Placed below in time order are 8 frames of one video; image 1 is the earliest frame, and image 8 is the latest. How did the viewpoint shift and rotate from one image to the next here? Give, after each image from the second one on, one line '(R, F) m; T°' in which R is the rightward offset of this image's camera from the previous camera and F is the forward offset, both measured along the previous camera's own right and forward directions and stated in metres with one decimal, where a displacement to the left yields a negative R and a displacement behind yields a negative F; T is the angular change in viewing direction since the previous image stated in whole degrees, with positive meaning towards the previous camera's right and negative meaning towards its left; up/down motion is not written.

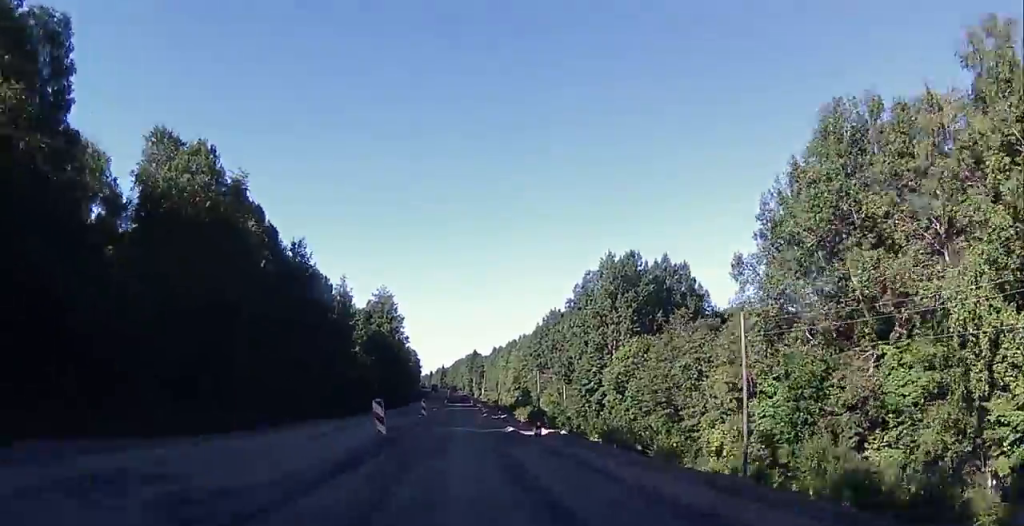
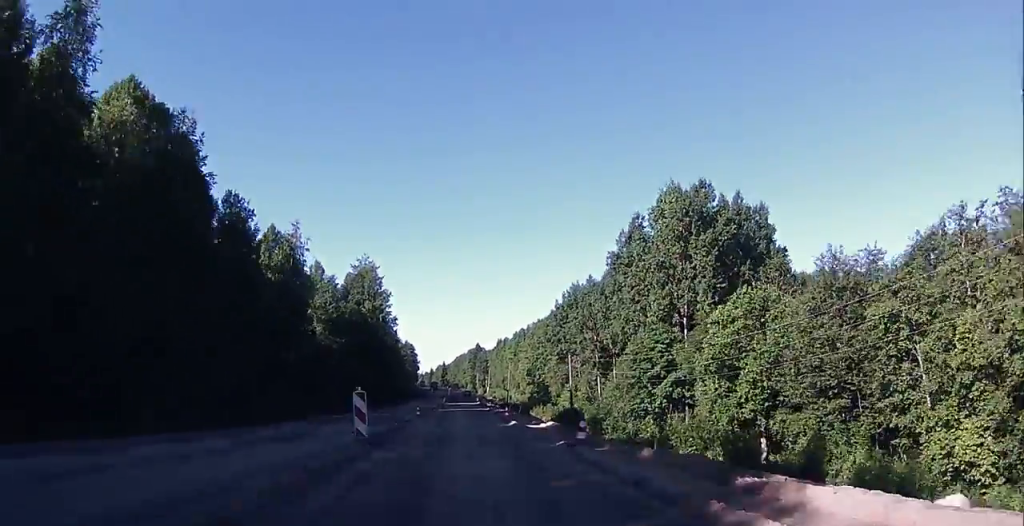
(-0.5, +26.4) m; 0°
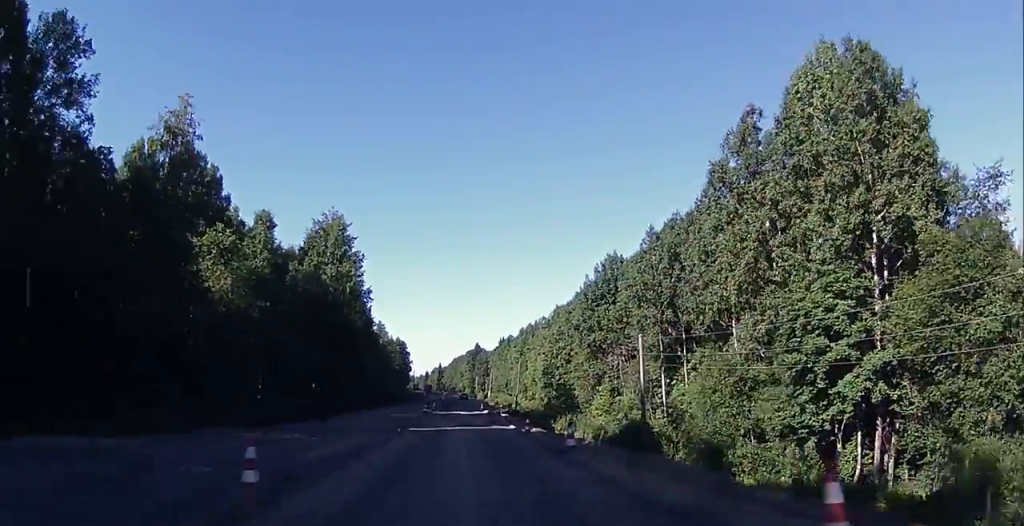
(+1.2, +28.5) m; +2°
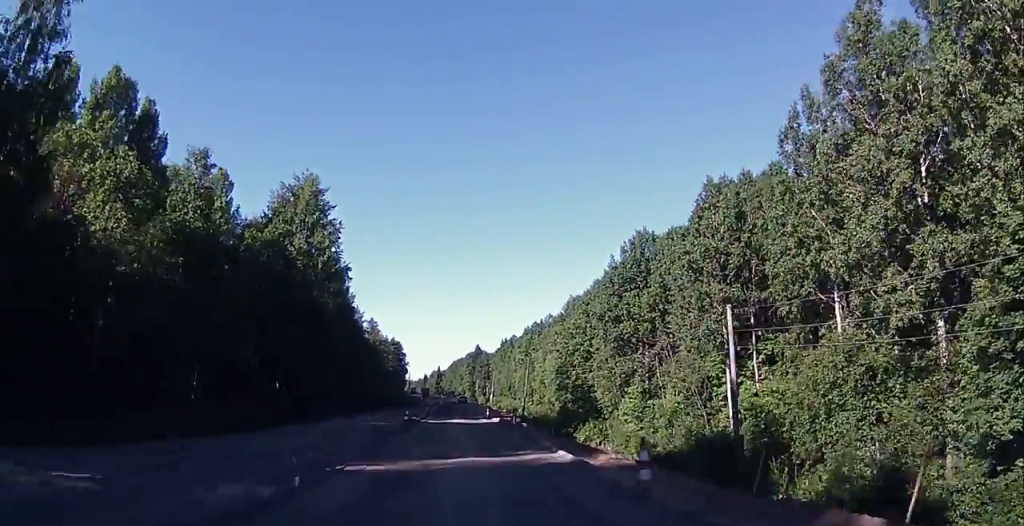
(-0.1, +15.1) m; -1°
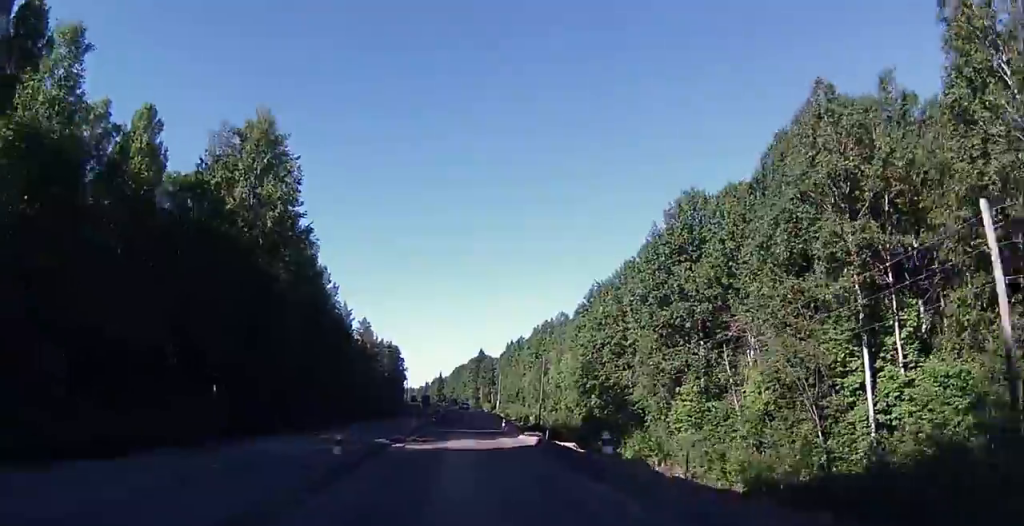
(-0.2, +17.2) m; -1°
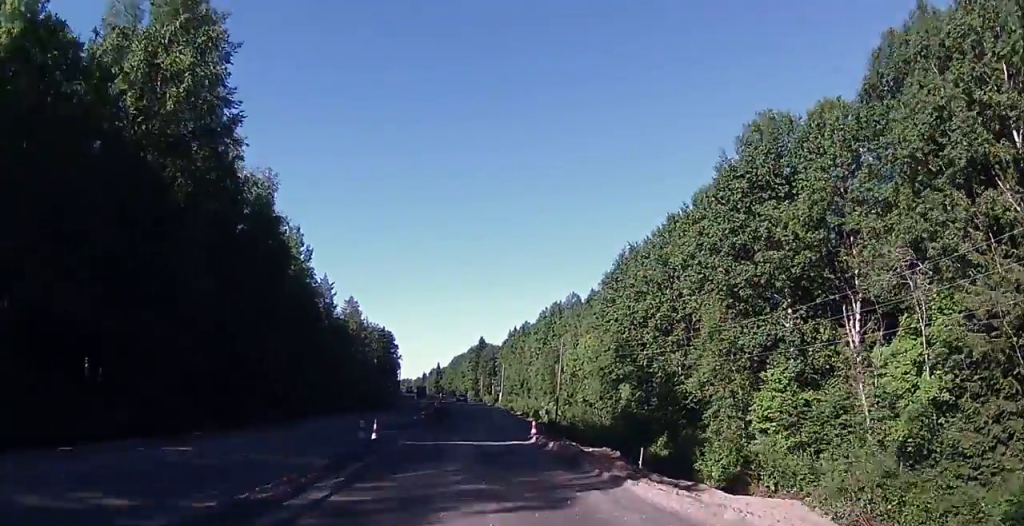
(0.0, +18.2) m; -1°
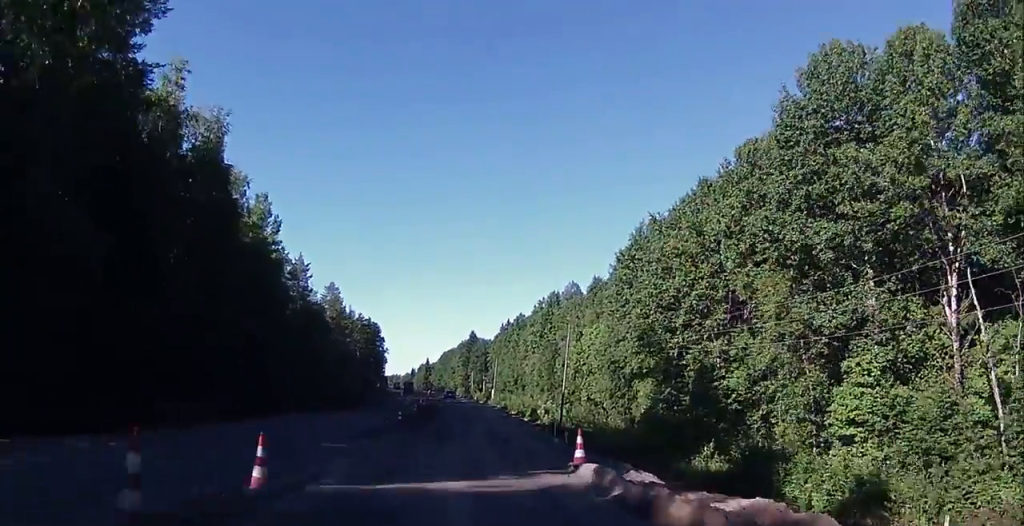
(-0.1, +12.3) m; -1°
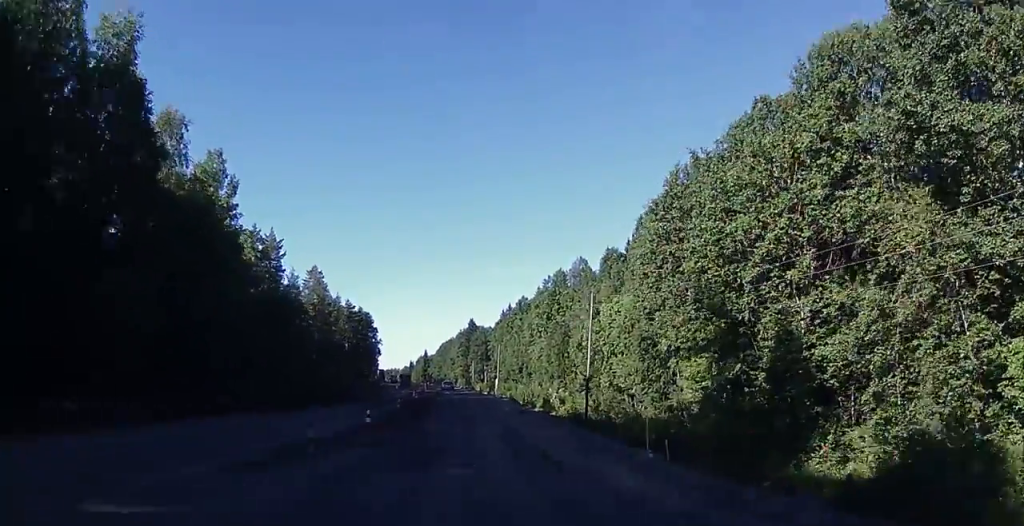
(-0.3, +14.8) m; 0°
